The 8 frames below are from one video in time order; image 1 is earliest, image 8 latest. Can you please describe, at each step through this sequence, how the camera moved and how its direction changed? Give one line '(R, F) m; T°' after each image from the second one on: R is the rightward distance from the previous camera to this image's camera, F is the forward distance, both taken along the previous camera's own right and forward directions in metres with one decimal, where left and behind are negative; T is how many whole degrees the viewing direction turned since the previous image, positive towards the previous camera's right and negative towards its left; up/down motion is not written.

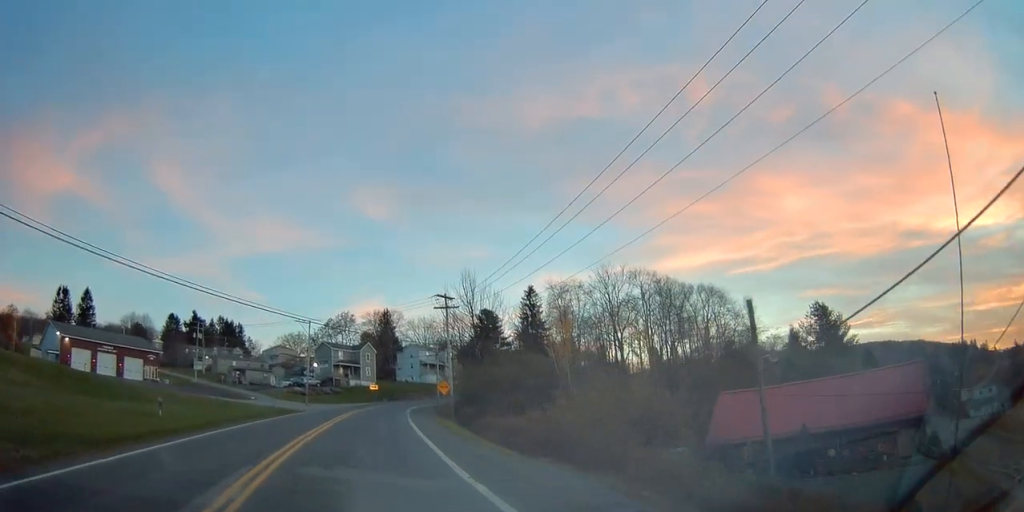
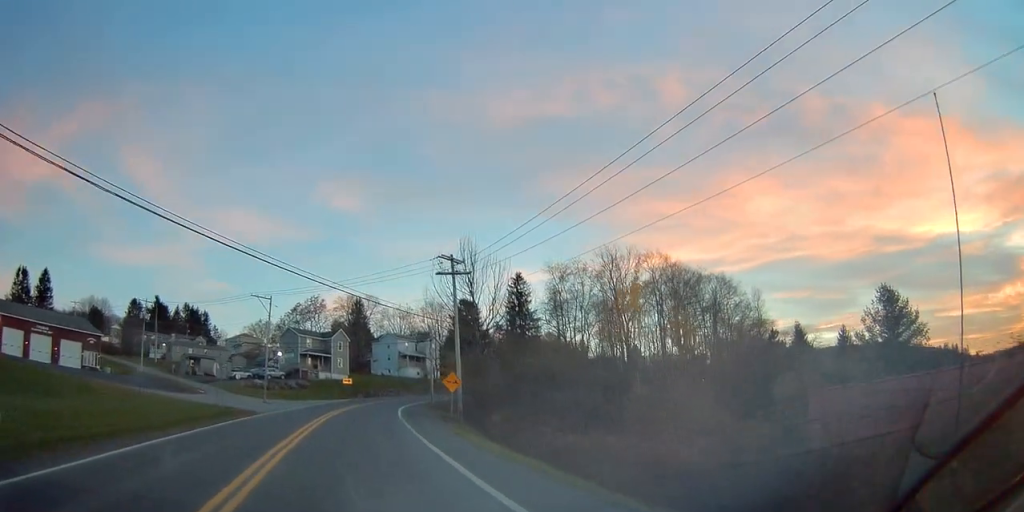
(+0.5, +14.8) m; +3°
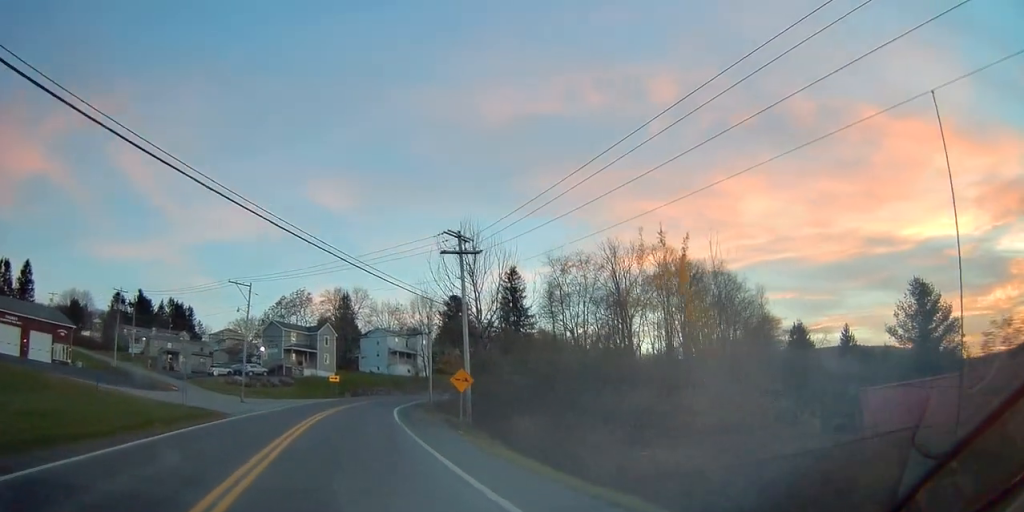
(0.0, +6.1) m; +1°
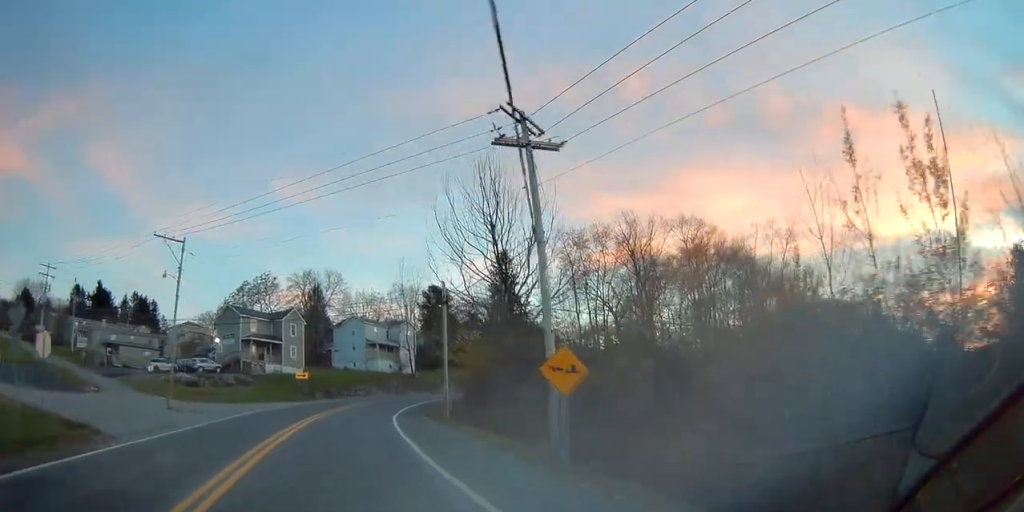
(+0.4, +15.8) m; +3°
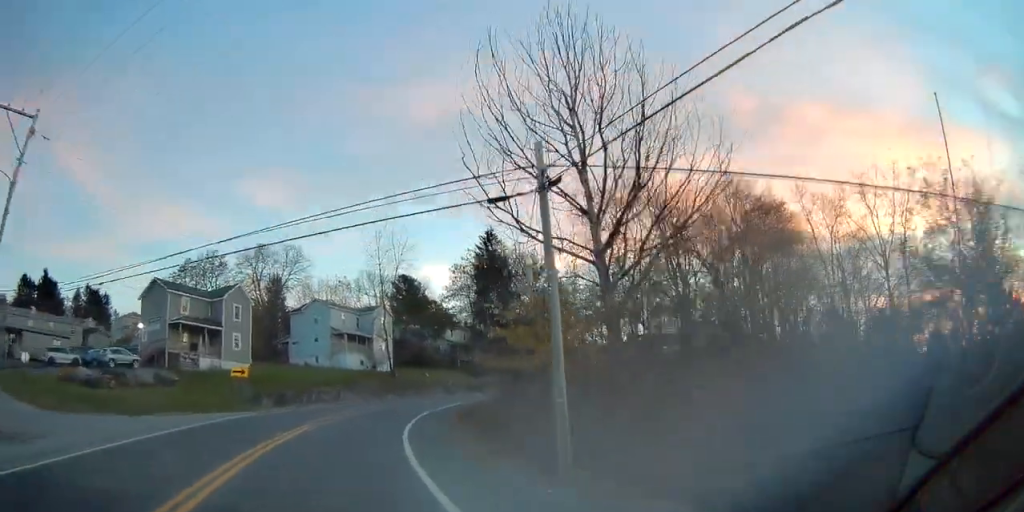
(+0.4, +18.5) m; +3°
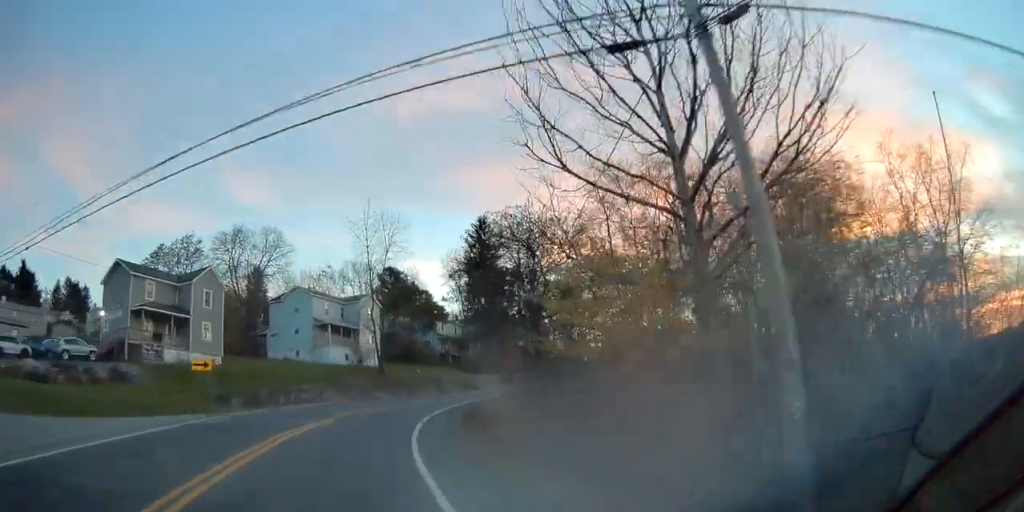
(+0.1, +6.7) m; +2°
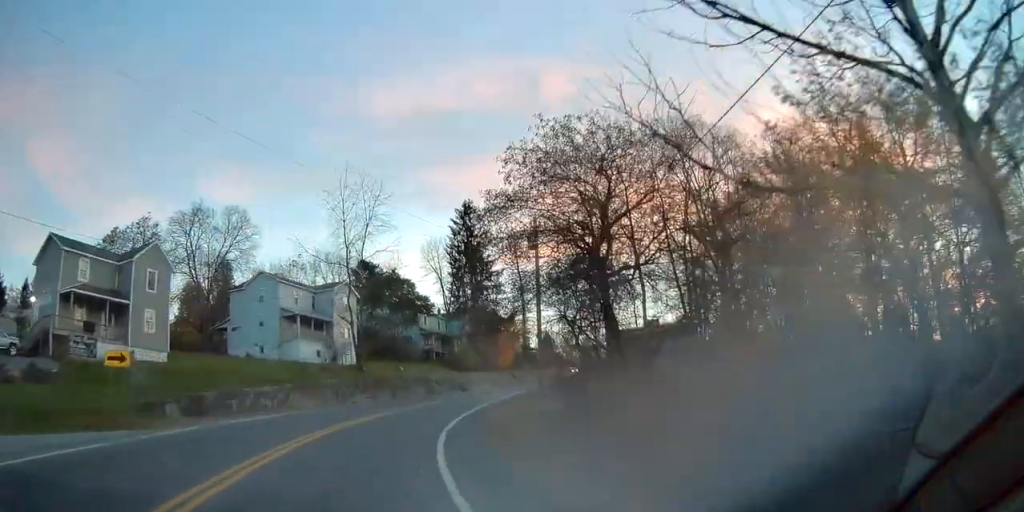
(+0.2, +9.5) m; +3°
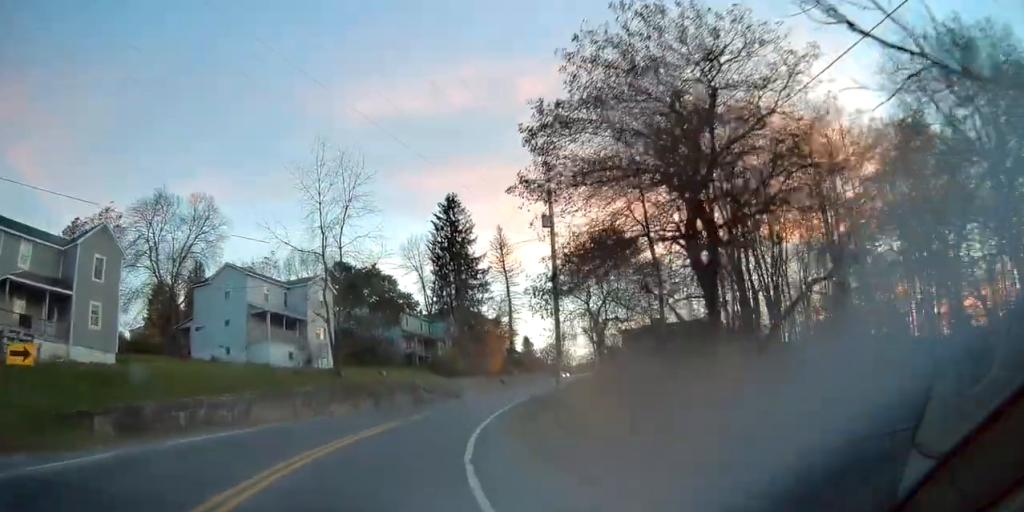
(+0.1, +6.3) m; +2°
